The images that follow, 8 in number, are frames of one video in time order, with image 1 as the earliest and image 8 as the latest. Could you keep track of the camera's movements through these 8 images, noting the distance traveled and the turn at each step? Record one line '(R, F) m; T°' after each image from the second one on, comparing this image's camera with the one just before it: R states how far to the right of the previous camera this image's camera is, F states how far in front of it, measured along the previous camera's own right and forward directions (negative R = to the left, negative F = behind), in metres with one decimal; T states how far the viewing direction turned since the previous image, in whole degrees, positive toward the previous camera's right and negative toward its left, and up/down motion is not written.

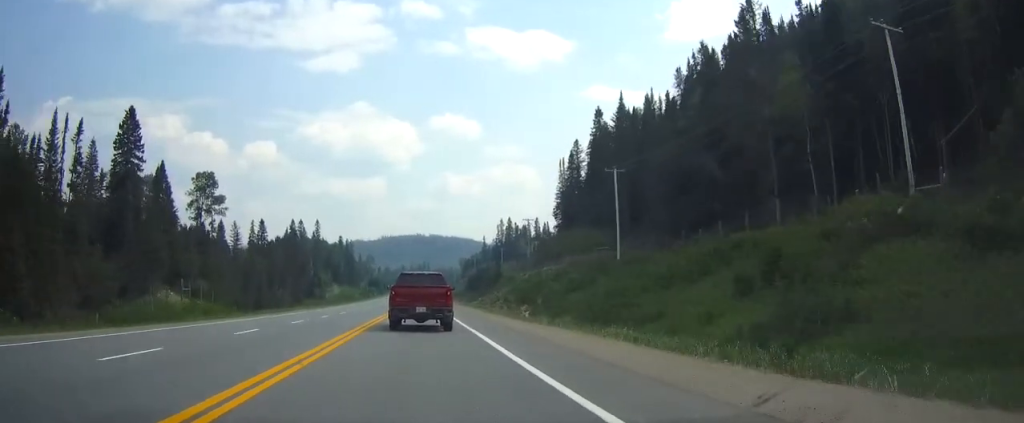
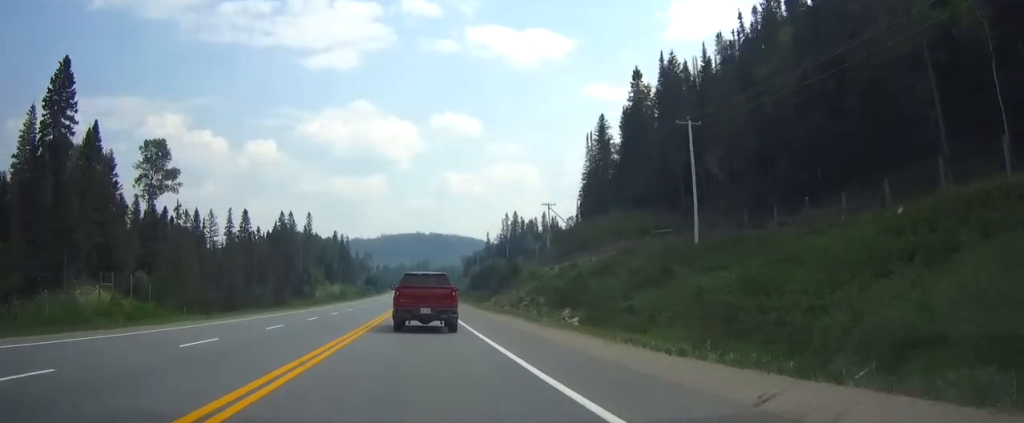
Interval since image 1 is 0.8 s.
(0.0, +23.3) m; 0°
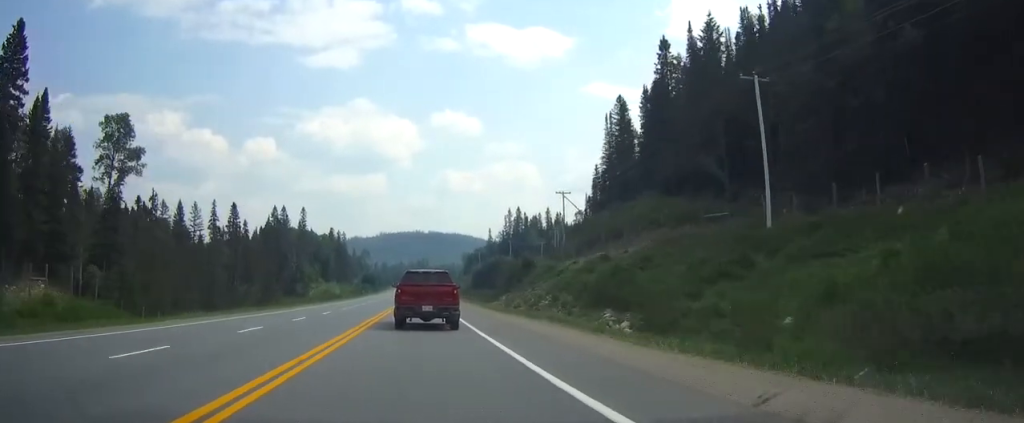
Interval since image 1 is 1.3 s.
(0.0, +13.0) m; 0°
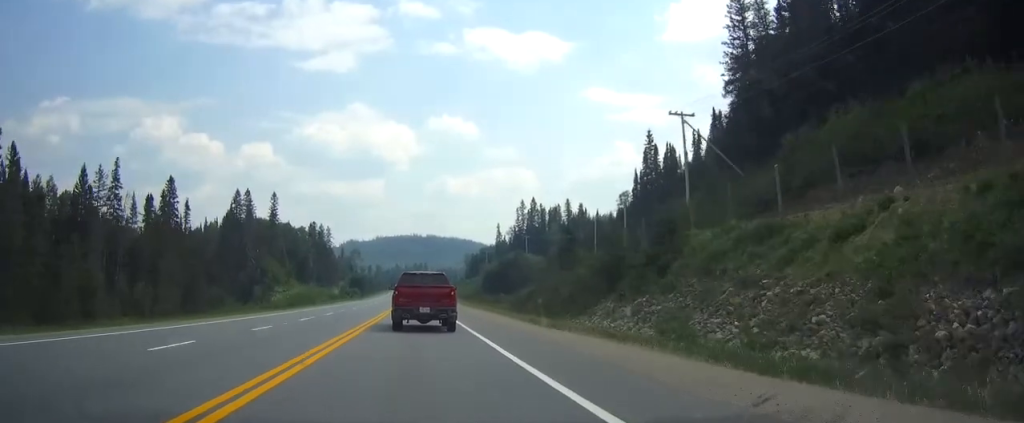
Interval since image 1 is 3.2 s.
(0.0, +52.7) m; 0°
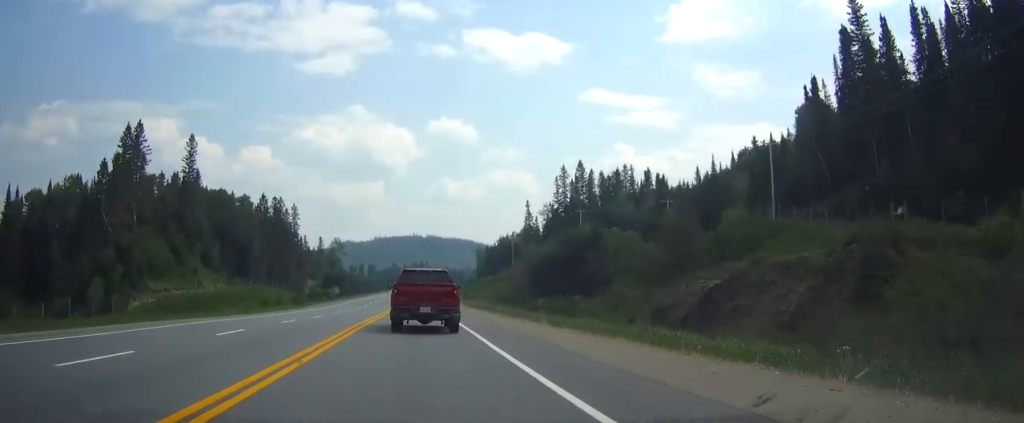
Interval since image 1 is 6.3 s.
(0.0, +84.6) m; 0°
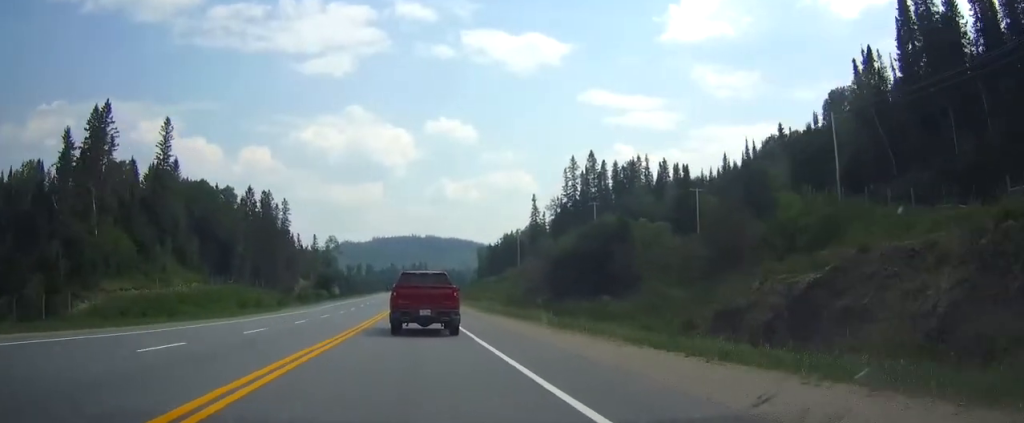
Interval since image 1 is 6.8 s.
(0.0, +14.6) m; 0°
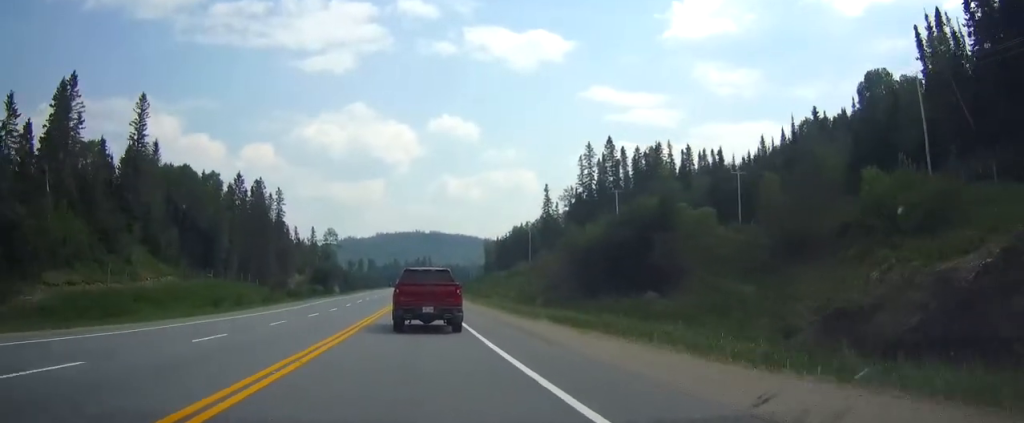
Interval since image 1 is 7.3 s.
(0.0, +14.6) m; 0°
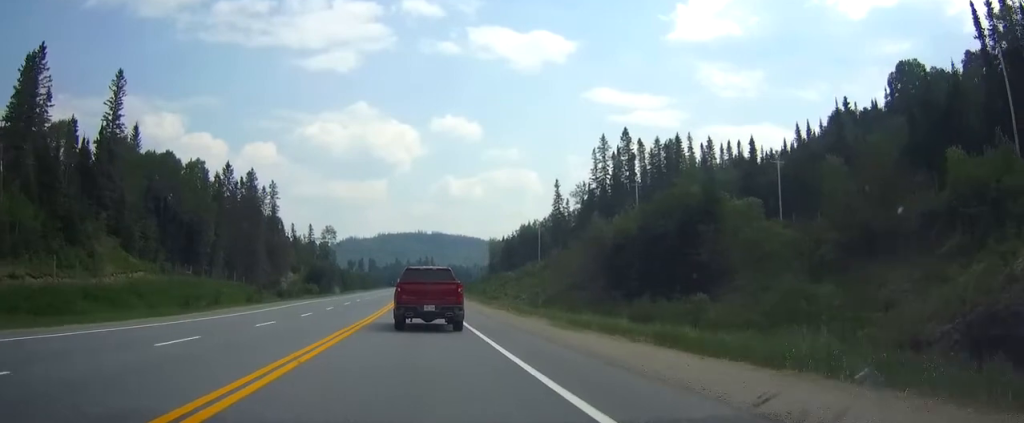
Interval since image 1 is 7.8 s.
(0.0, +11.9) m; 0°
